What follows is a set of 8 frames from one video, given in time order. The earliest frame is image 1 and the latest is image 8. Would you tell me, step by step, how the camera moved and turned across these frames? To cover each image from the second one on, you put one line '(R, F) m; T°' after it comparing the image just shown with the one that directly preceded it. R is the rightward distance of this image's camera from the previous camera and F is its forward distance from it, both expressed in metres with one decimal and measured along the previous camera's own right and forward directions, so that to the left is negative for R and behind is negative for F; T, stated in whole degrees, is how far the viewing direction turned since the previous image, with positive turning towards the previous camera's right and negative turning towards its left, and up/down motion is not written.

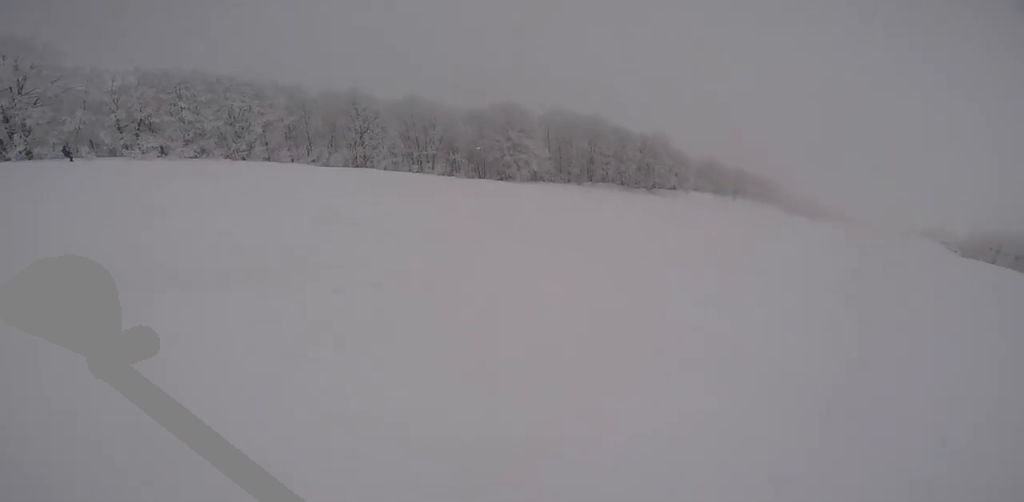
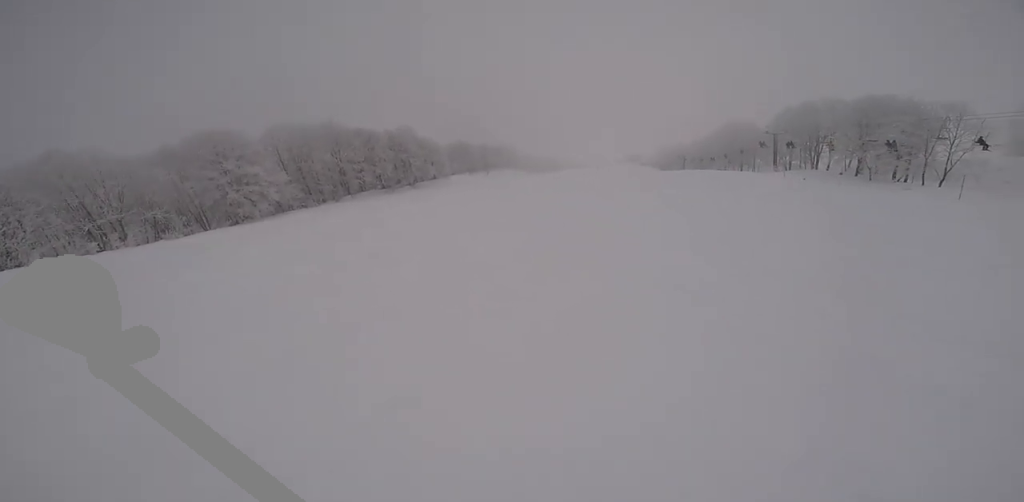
(+0.9, +5.5) m; +24°
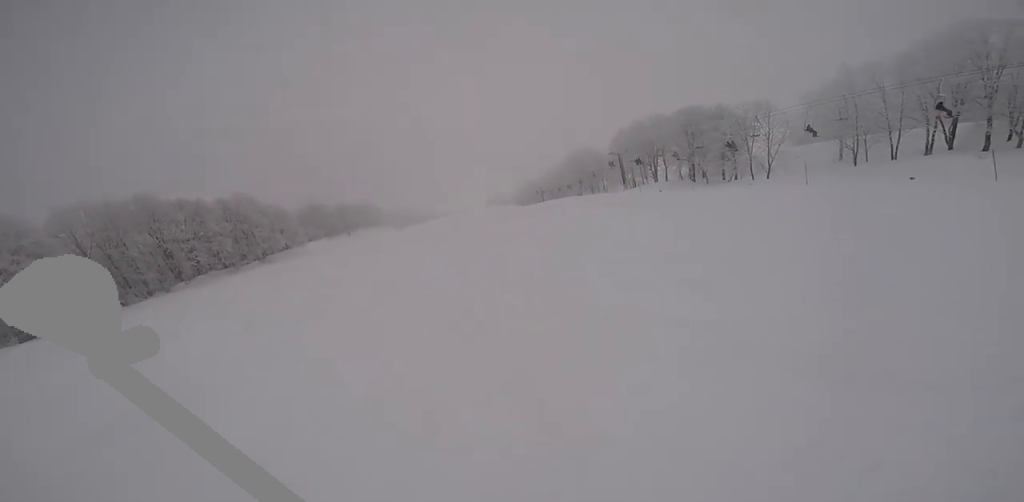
(+0.6, +3.6) m; +17°
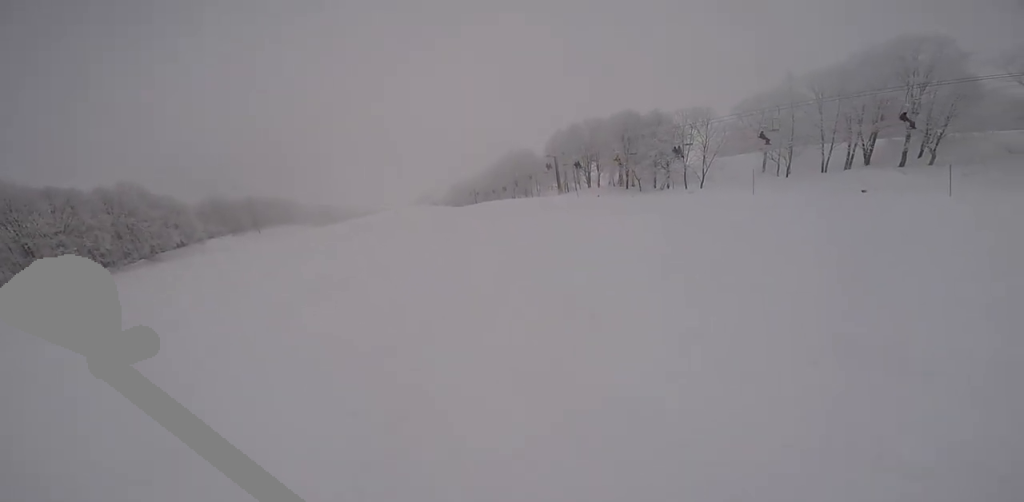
(+0.7, +3.3) m; +10°
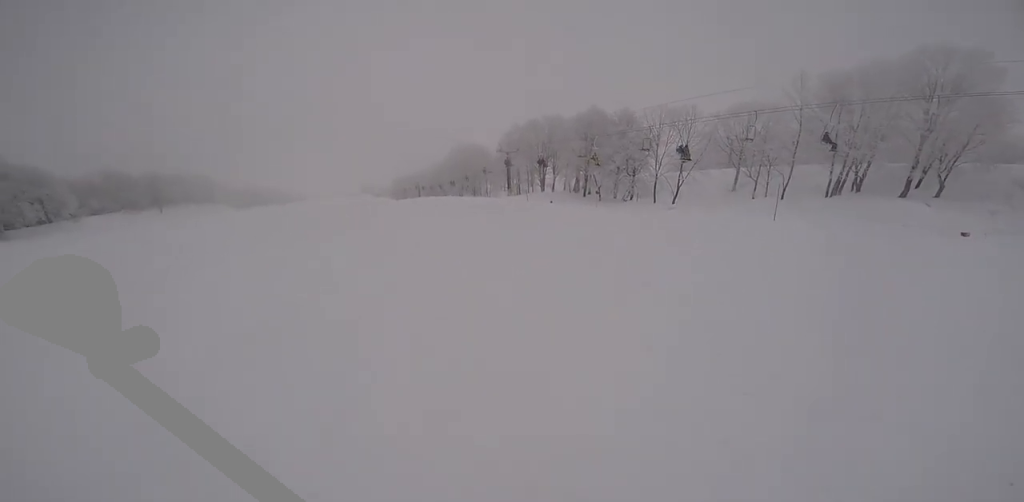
(+2.0, +10.7) m; +9°
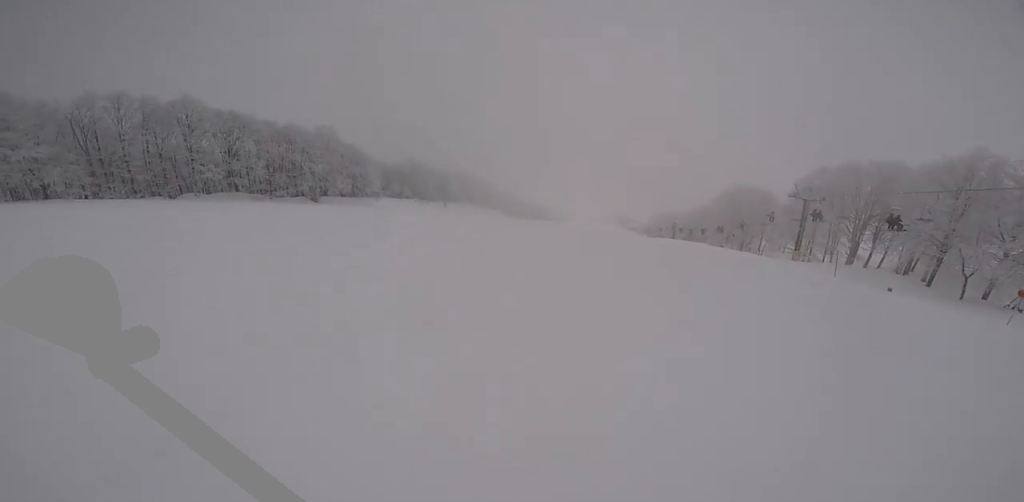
(-3.1, +9.4) m; -47°
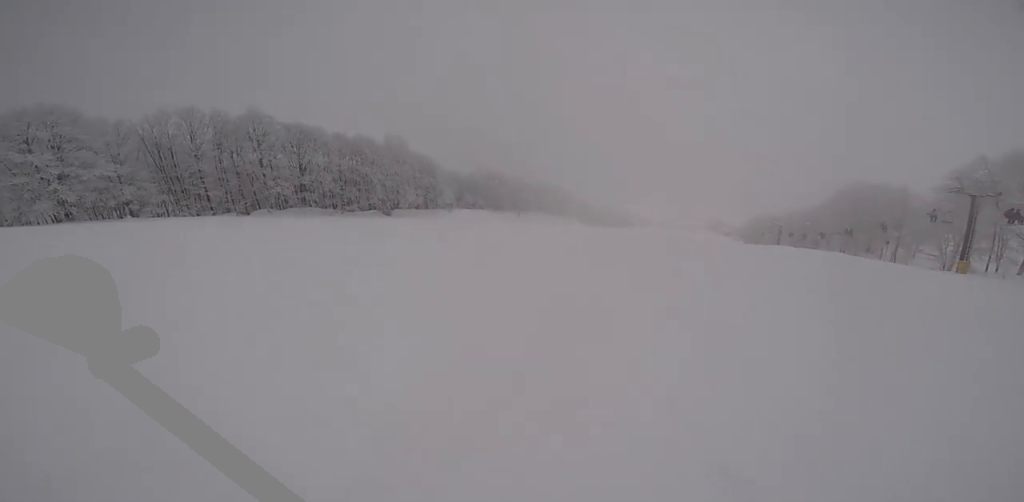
(-1.1, +6.0) m; -2°
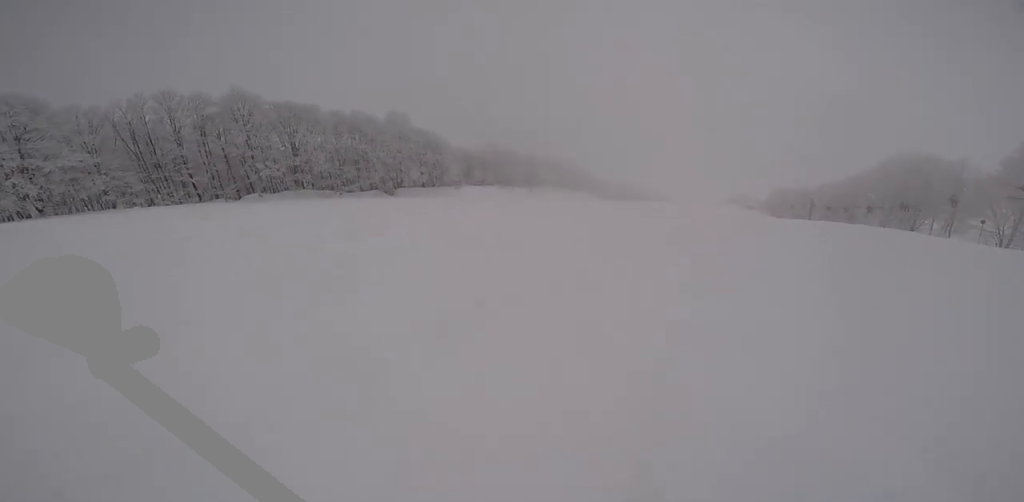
(+0.5, +4.8) m; 0°
